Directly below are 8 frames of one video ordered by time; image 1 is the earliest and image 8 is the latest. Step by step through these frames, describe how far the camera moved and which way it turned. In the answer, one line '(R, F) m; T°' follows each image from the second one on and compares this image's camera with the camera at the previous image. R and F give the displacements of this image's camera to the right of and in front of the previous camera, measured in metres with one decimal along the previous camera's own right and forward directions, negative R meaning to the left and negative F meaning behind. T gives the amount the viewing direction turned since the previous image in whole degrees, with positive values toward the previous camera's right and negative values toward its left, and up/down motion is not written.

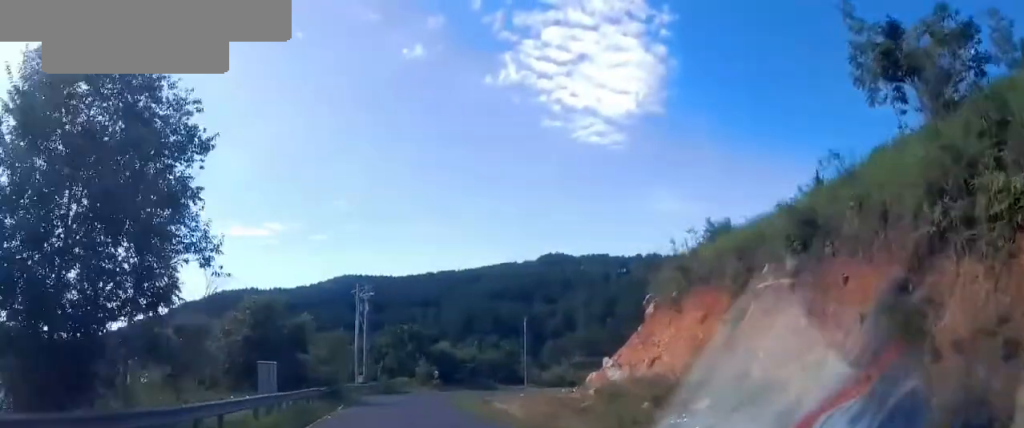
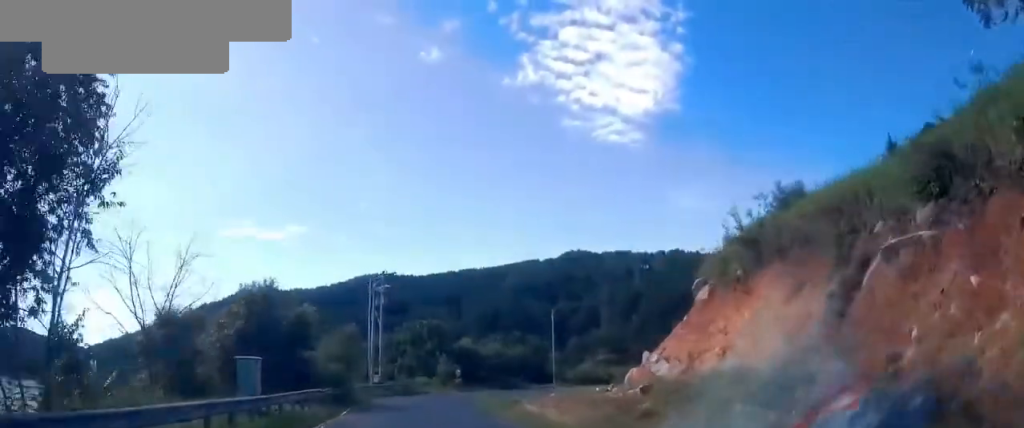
(-0.3, +4.3) m; -5°
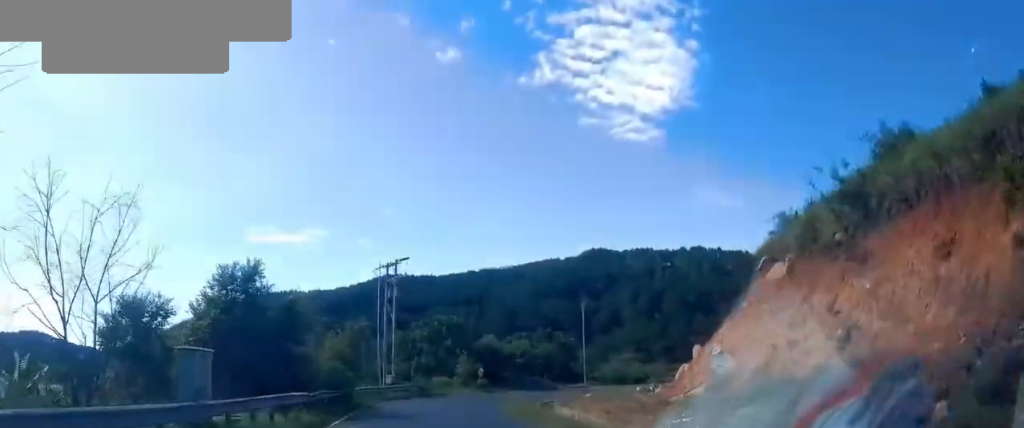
(-0.1, +5.3) m; -1°
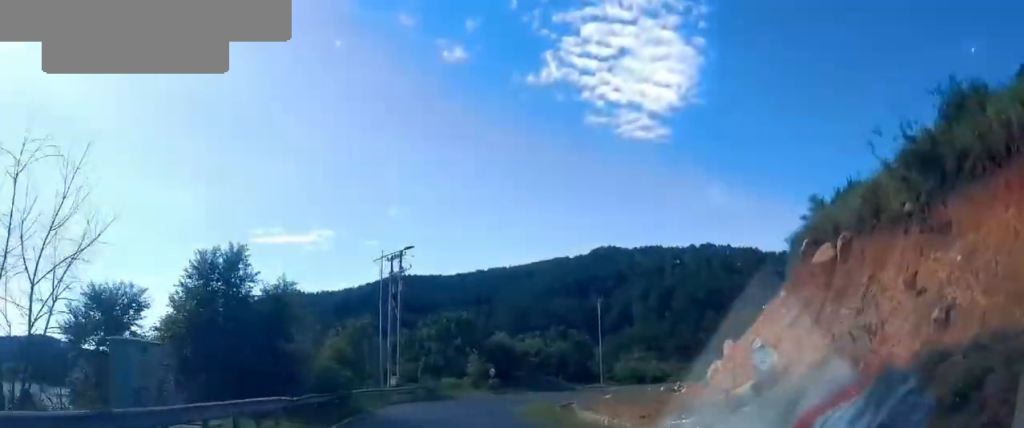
(0.0, +3.0) m; +2°
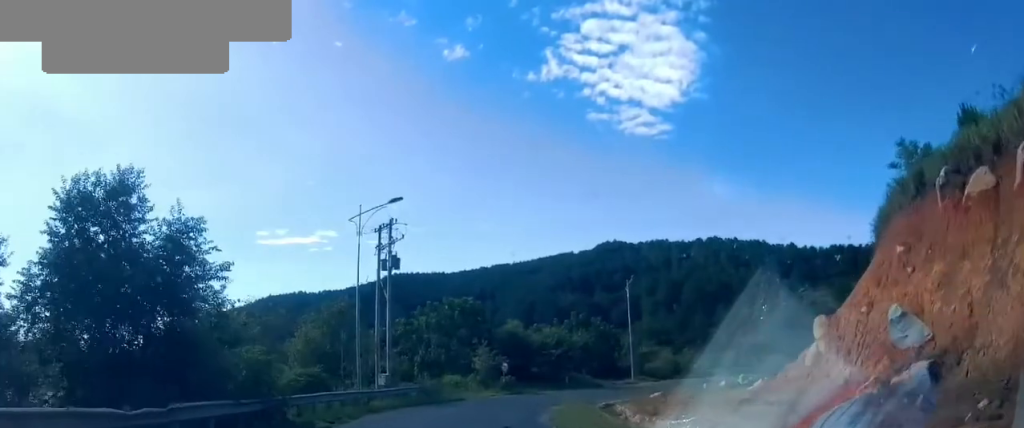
(+0.4, +8.6) m; +2°
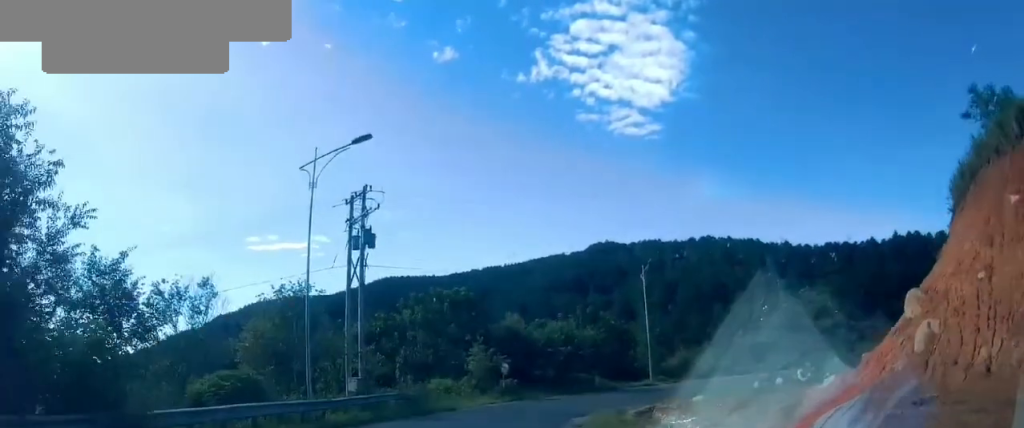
(-0.1, +6.7) m; -3°
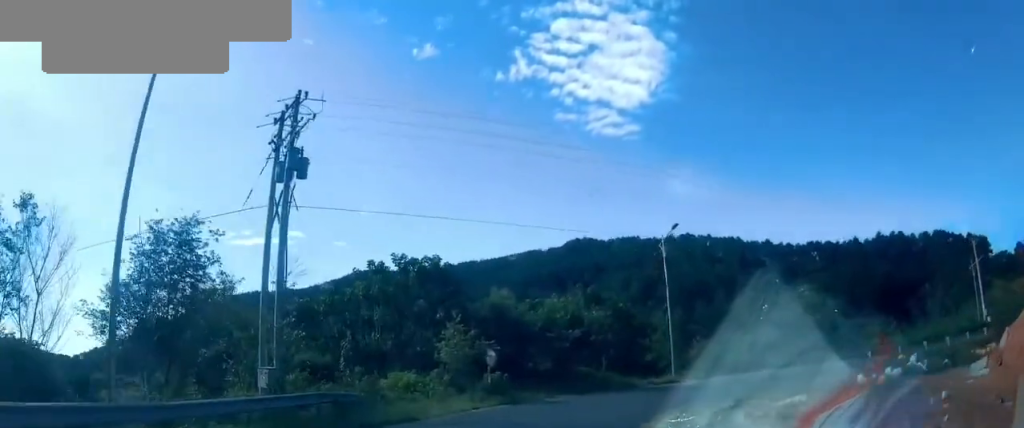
(-0.5, +9.3) m; +1°
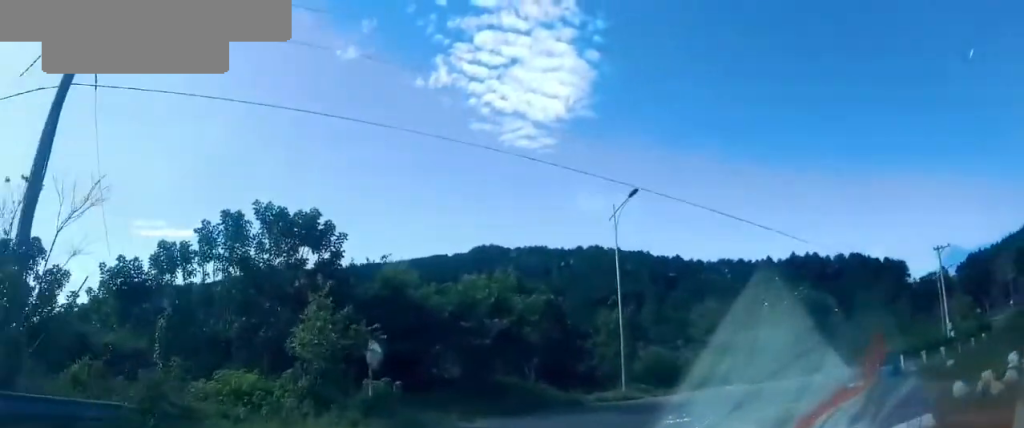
(+0.7, +8.2) m; +16°
